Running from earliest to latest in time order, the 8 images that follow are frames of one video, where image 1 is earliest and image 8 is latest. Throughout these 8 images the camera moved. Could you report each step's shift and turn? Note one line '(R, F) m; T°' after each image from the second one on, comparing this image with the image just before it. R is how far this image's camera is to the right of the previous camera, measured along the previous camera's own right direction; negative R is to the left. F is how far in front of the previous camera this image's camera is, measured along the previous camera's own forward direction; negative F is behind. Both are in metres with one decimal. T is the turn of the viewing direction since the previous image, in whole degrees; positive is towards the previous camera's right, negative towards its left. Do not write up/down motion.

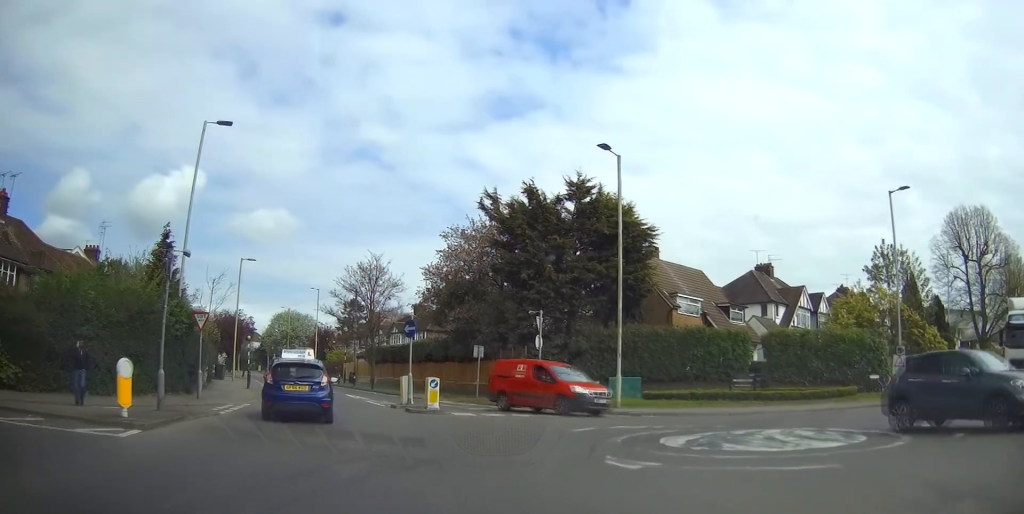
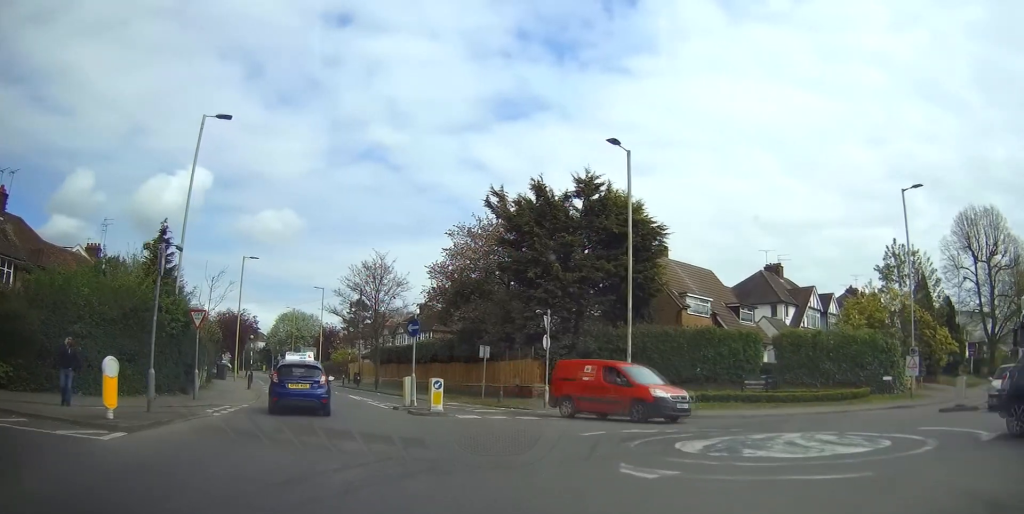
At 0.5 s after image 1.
(0.0, +0.6) m; 0°
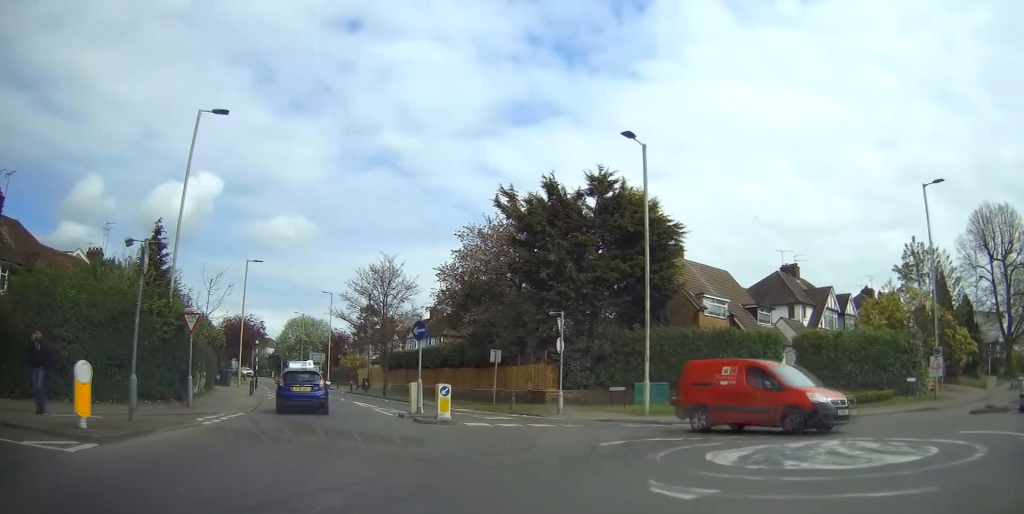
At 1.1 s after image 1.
(+0.1, +0.9) m; -4°
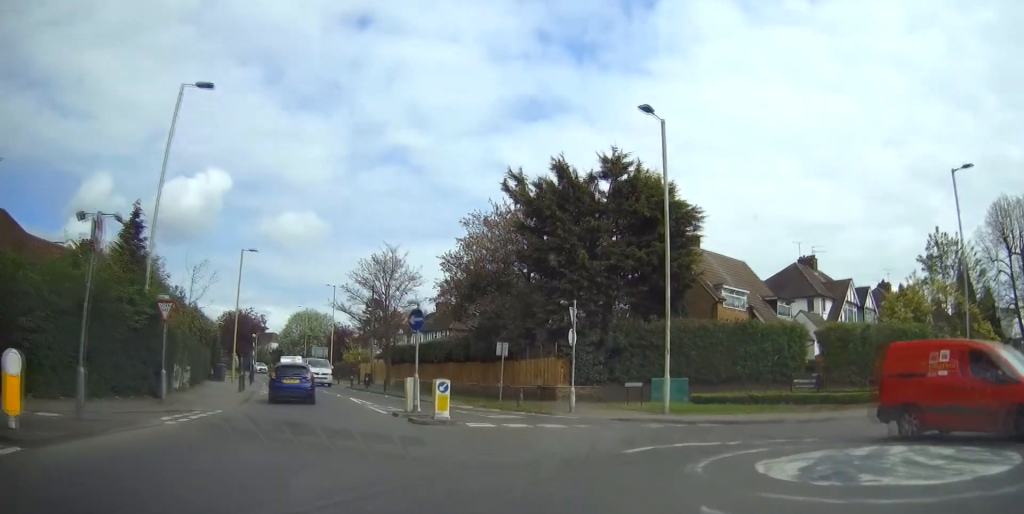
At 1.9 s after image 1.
(0.0, +1.5) m; -1°
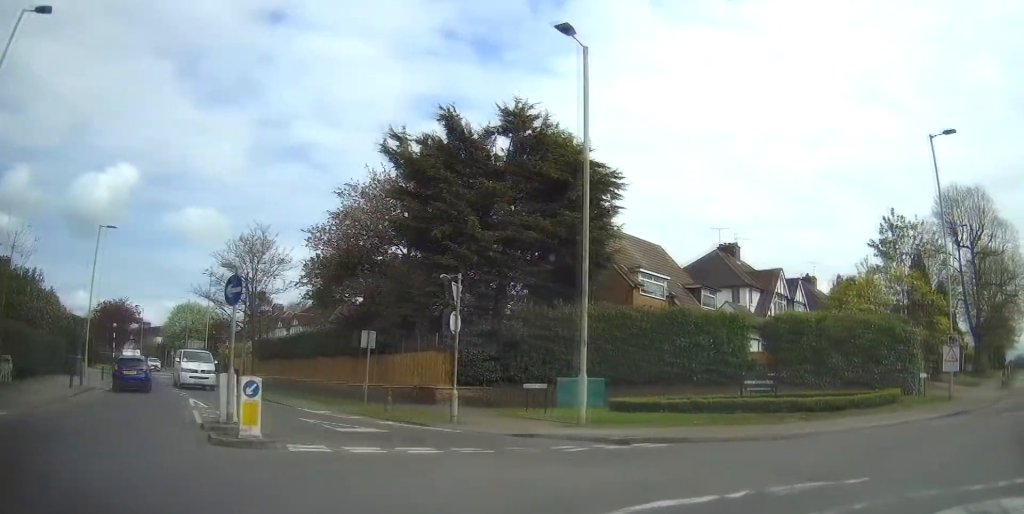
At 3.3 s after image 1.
(+0.3, +4.5) m; +16°
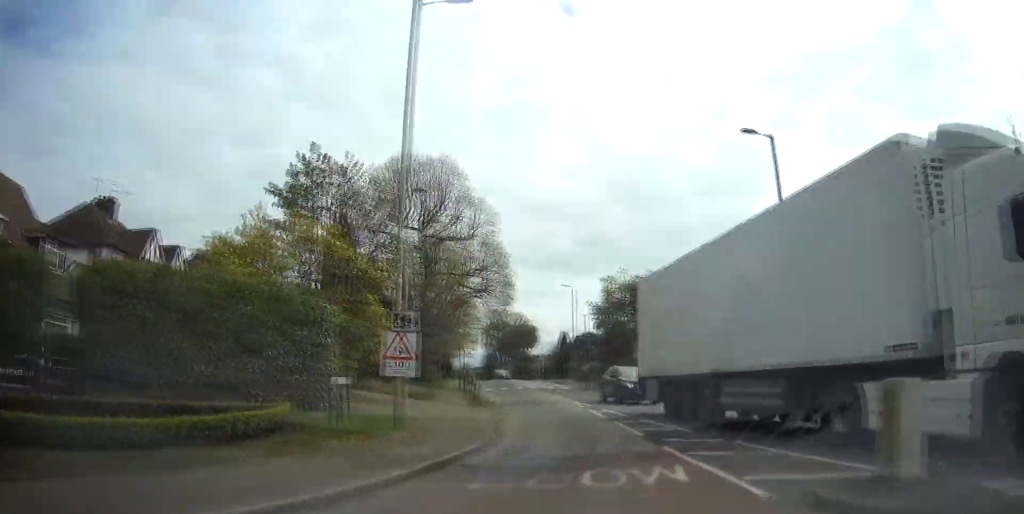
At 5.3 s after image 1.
(+4.5, +8.9) m; +45°
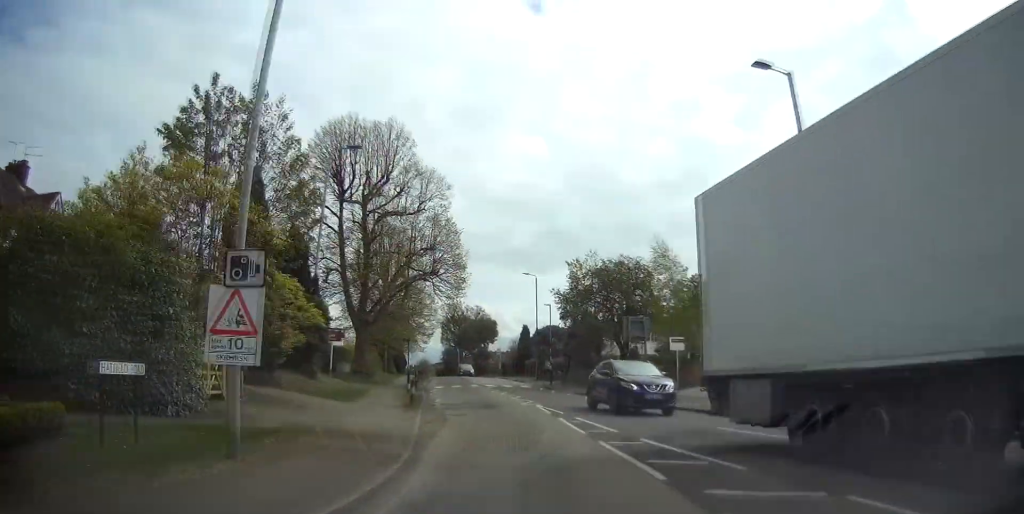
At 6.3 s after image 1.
(+0.4, +6.1) m; +3°
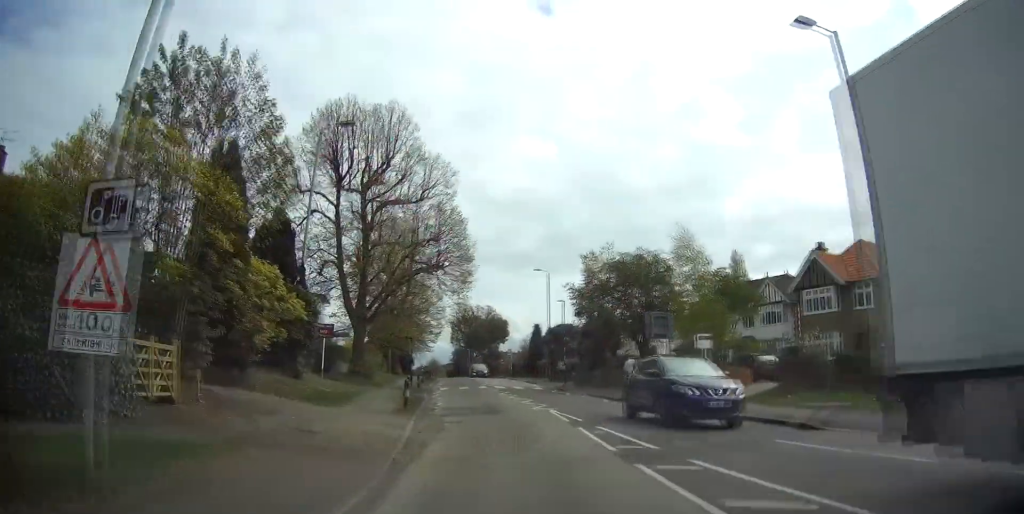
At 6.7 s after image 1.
(0.0, +3.0) m; 0°
